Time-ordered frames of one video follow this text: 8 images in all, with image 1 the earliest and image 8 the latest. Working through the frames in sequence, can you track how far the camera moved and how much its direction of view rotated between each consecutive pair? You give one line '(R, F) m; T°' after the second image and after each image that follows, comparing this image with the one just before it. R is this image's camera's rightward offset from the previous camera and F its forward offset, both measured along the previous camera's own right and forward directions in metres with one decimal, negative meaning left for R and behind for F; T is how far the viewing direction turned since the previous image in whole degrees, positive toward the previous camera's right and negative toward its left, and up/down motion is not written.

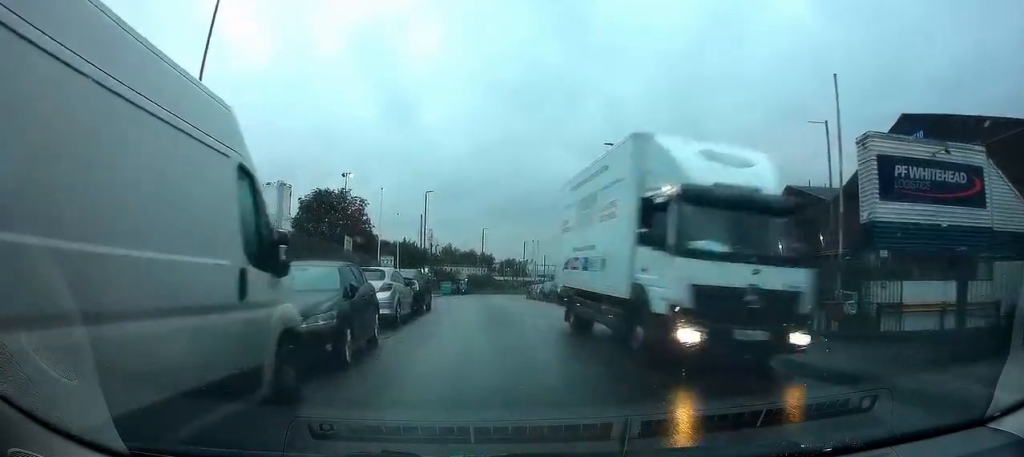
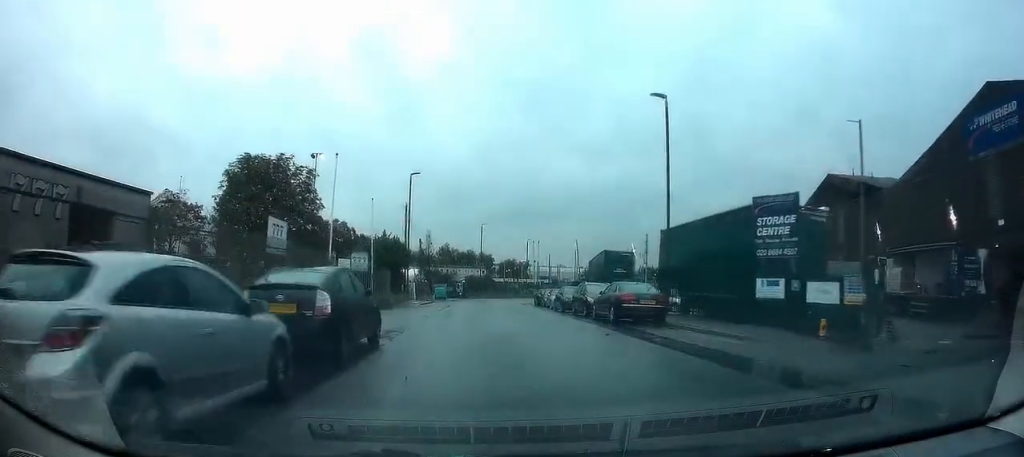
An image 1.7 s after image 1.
(-0.2, +10.3) m; -3°
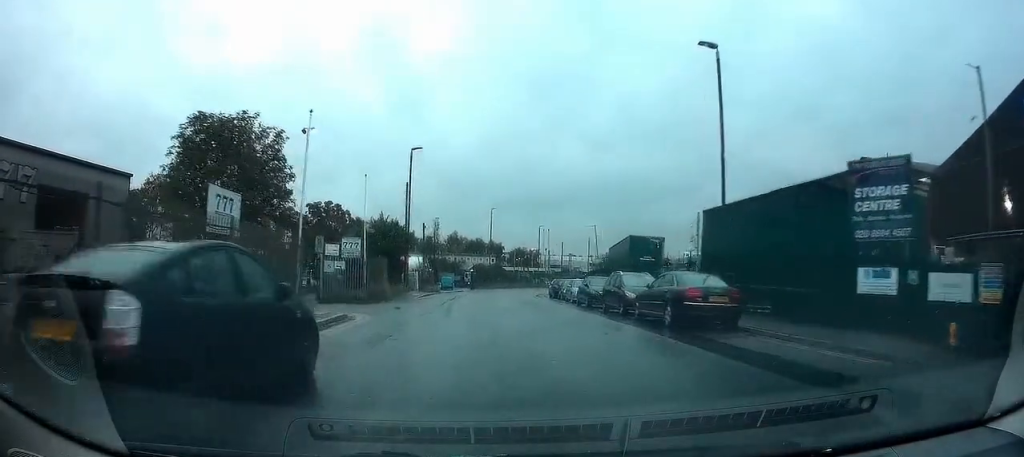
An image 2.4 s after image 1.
(-0.1, +4.9) m; -1°
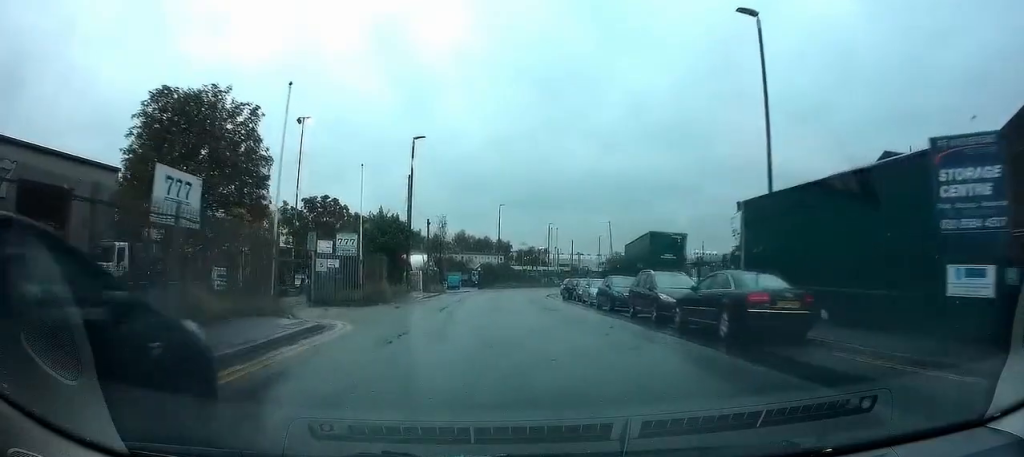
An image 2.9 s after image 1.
(0.0, +3.0) m; 0°
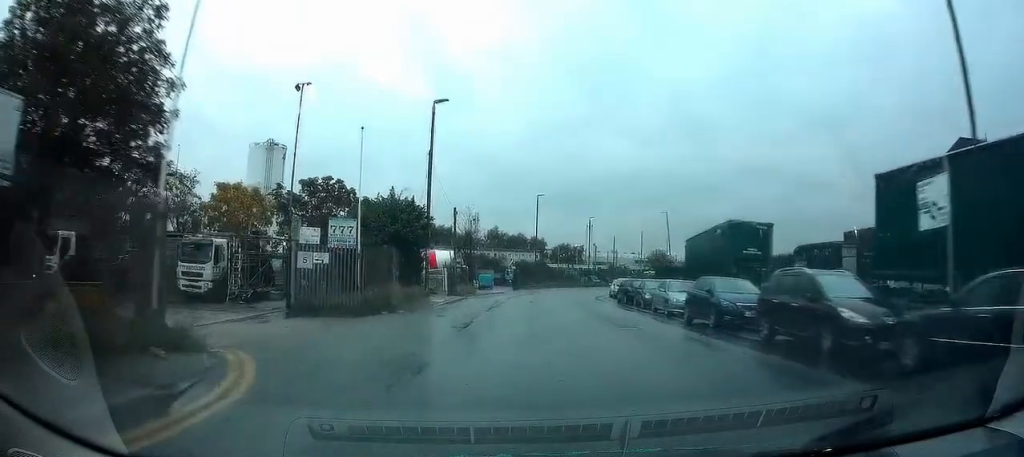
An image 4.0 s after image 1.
(-0.1, +7.7) m; -5°
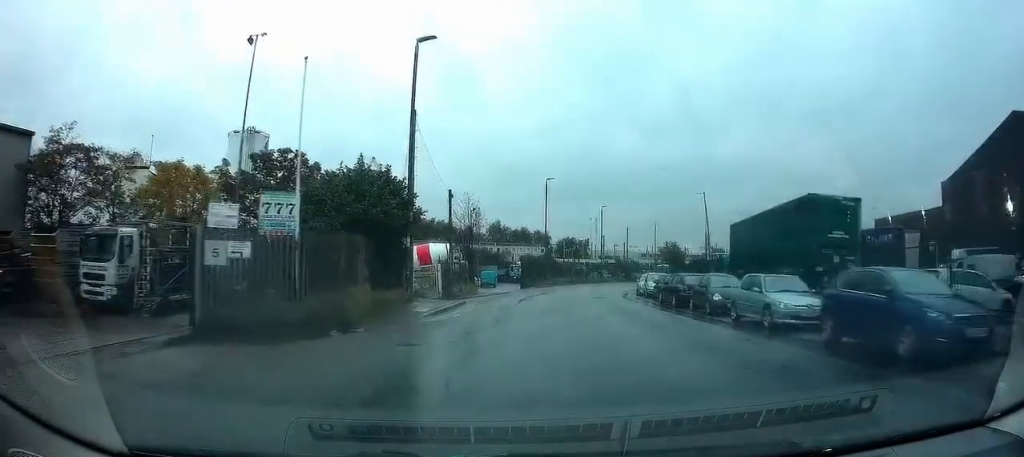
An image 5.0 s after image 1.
(-0.6, +7.7) m; -3°
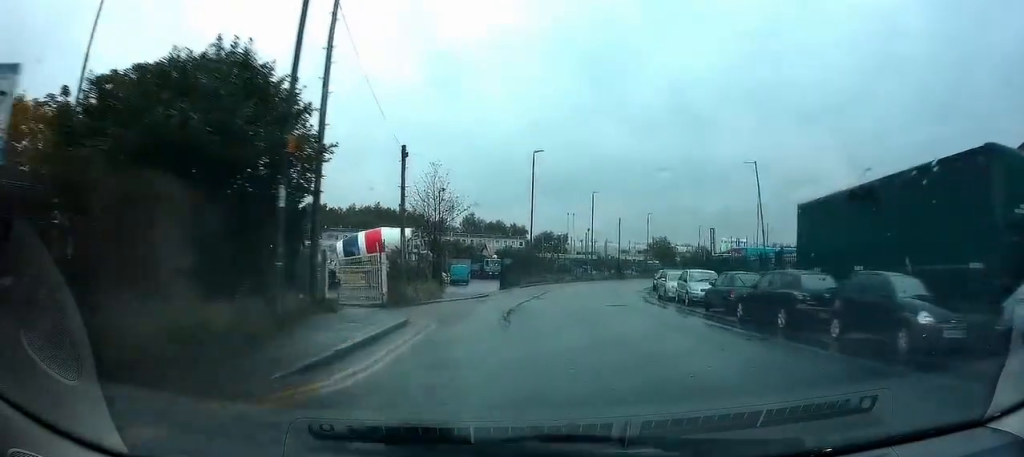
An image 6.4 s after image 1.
(+0.6, +10.7) m; +4°
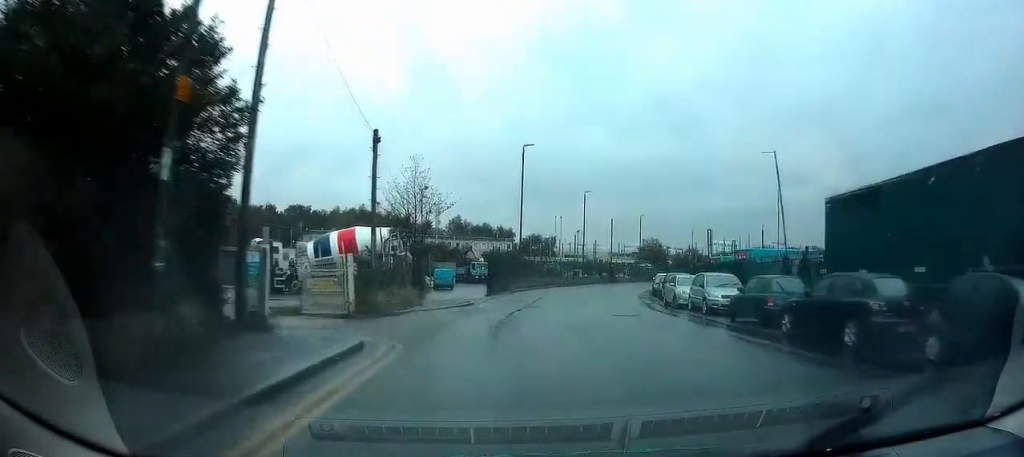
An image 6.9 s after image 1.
(+0.1, +3.4) m; 0°
